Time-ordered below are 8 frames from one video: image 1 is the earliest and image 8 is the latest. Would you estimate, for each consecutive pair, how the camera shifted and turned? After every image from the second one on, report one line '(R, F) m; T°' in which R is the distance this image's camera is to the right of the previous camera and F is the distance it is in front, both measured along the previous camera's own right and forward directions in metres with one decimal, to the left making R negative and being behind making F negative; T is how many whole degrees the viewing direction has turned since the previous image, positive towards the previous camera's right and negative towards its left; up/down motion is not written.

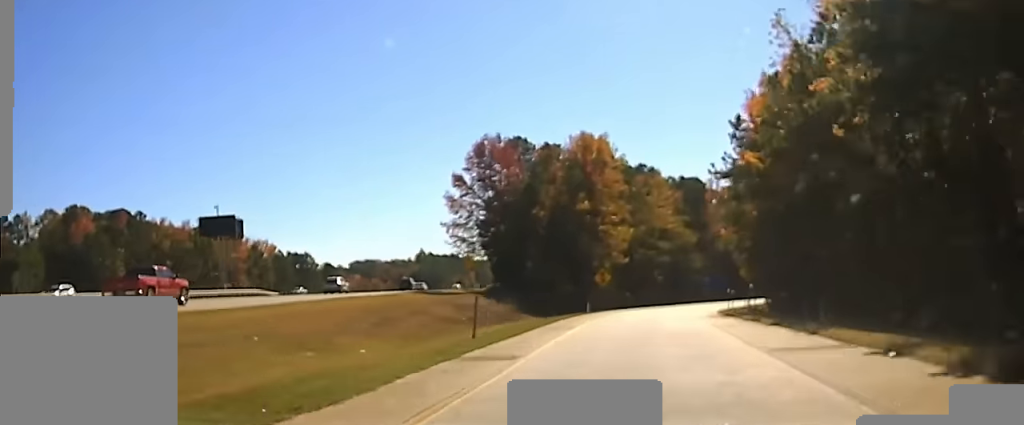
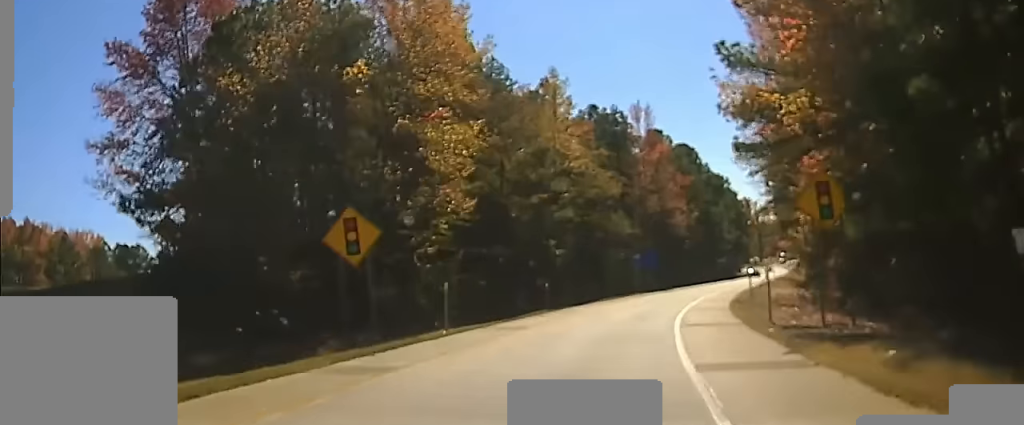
(0.0, +51.9) m; +2°
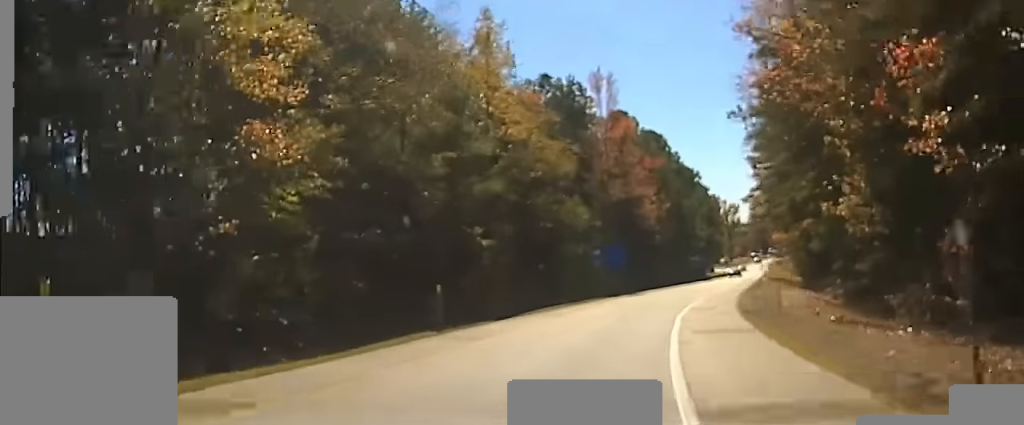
(-0.6, +16.1) m; +2°
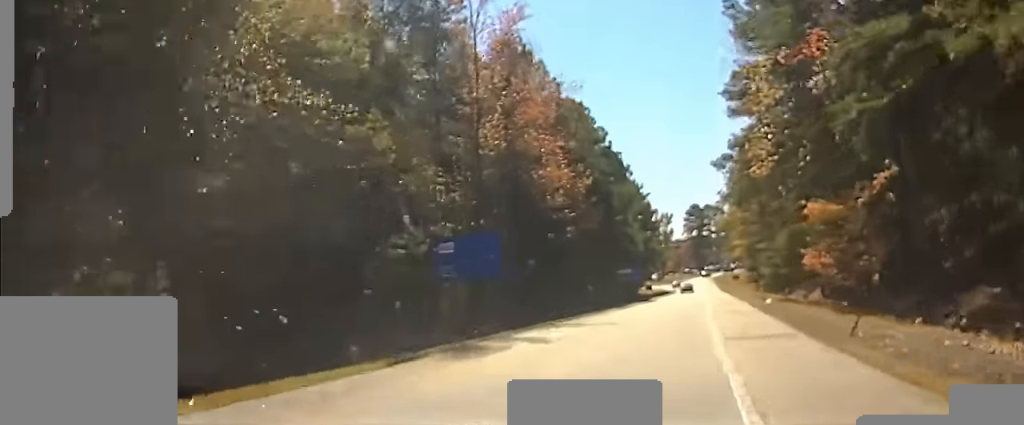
(+2.9, +33.8) m; +8°
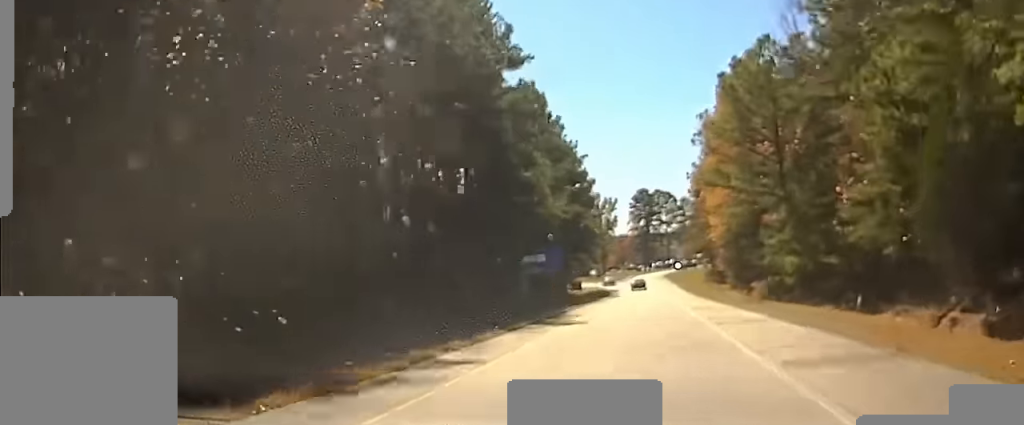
(+1.5, +33.9) m; +3°
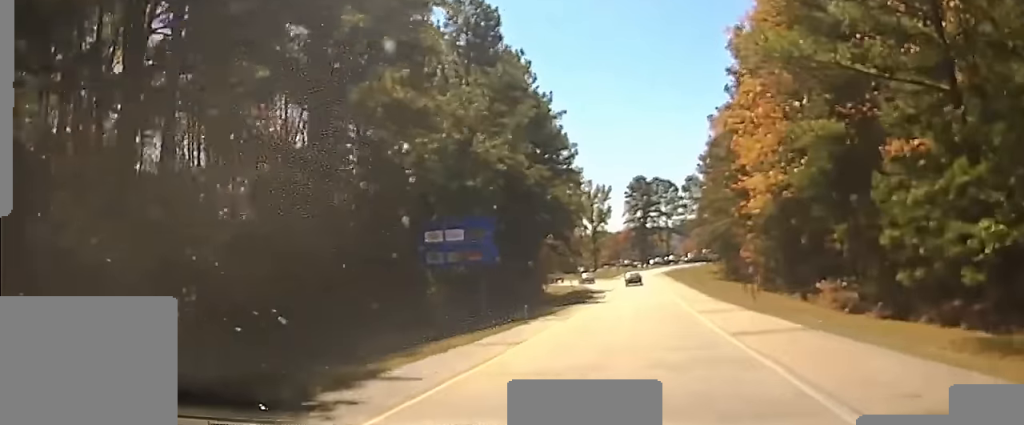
(+0.1, +23.5) m; 0°
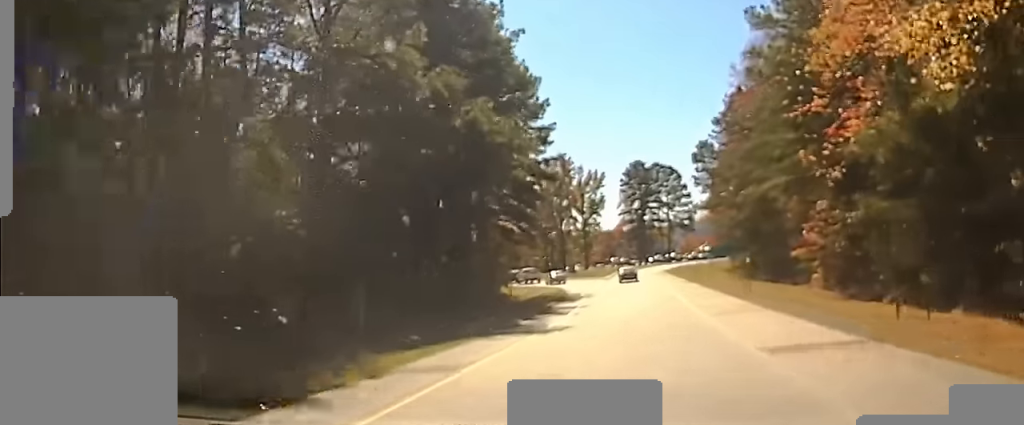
(-0.2, +24.3) m; -1°
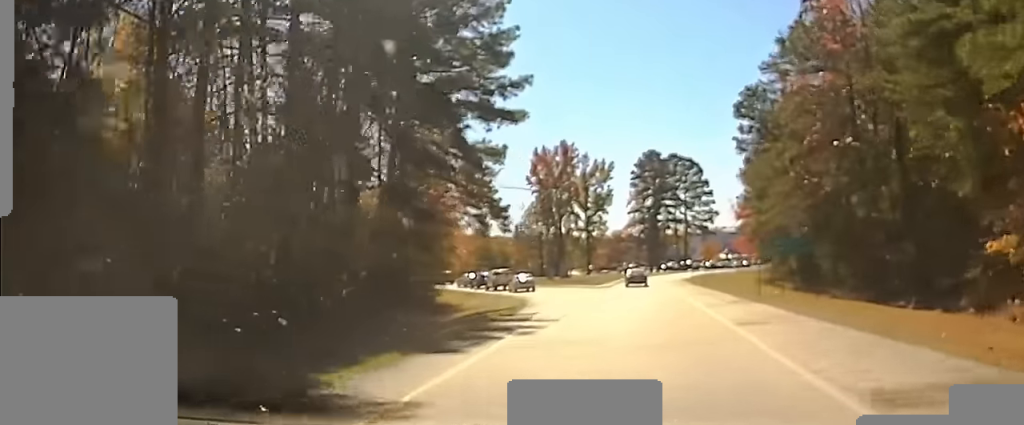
(-0.3, +29.6) m; -1°
